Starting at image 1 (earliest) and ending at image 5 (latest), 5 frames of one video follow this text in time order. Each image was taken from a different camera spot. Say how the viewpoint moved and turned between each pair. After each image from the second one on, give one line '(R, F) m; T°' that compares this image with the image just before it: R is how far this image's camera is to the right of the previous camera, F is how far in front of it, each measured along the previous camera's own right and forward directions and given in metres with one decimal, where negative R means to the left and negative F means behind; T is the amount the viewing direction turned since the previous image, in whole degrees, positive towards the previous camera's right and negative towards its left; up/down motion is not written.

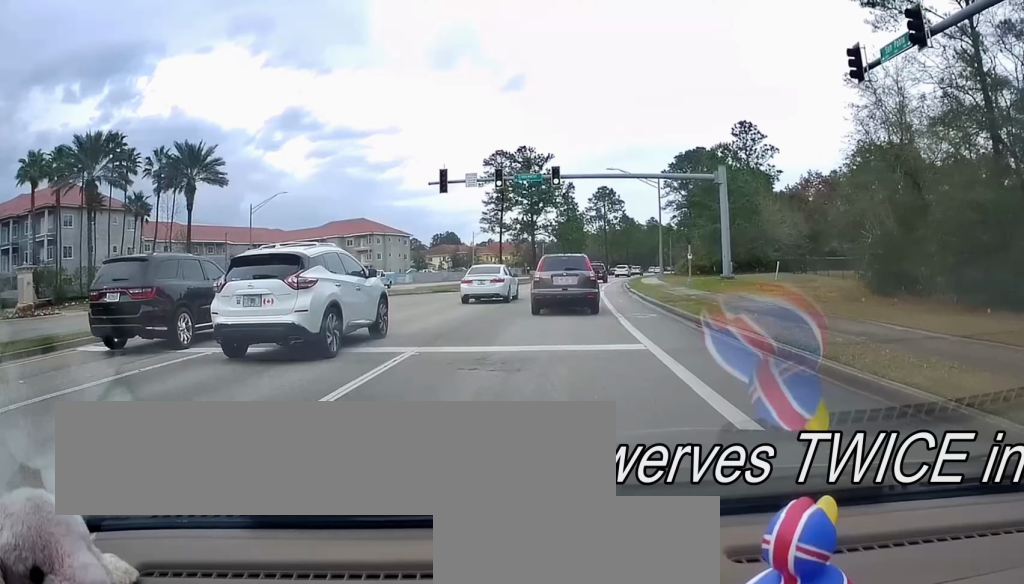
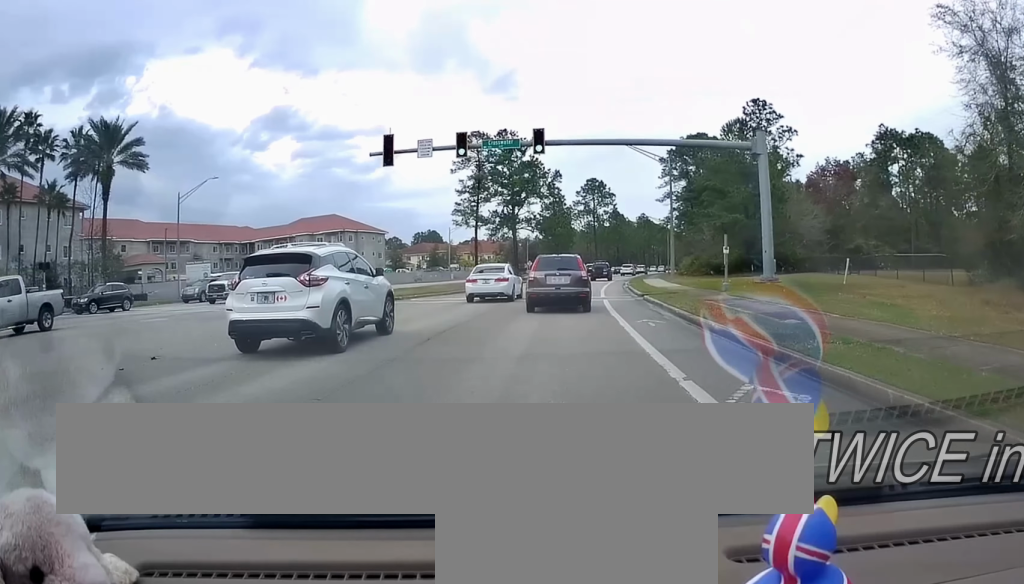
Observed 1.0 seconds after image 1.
(+0.3, +10.9) m; +2°
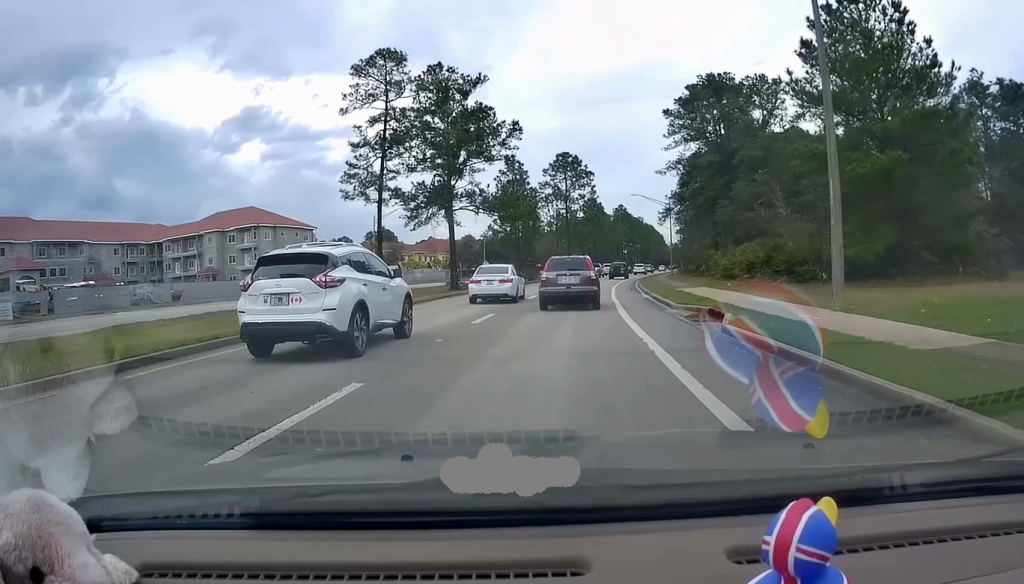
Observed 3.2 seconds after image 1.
(+0.7, +27.3) m; +4°
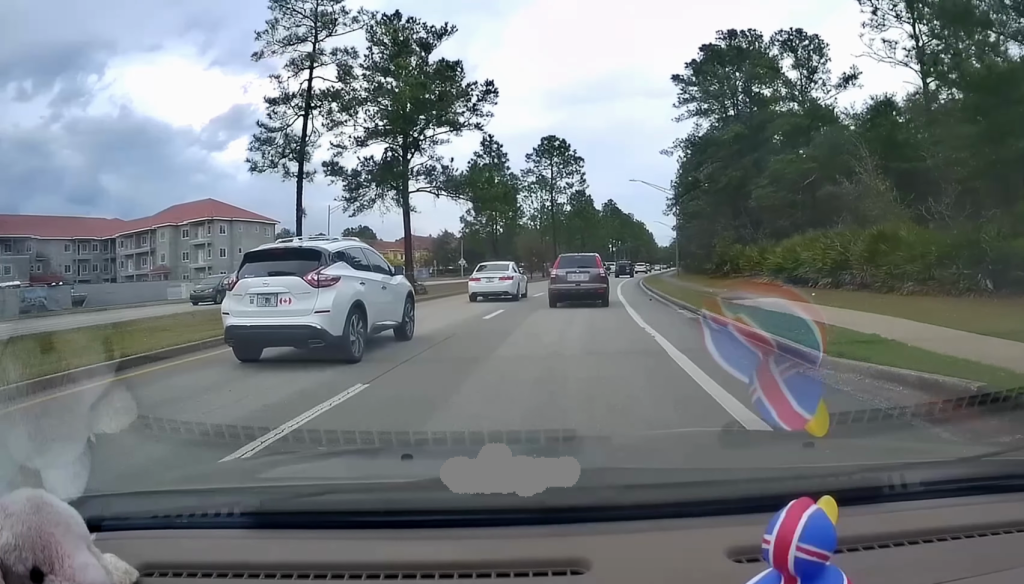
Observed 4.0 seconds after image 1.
(+0.1, +11.5) m; +1°
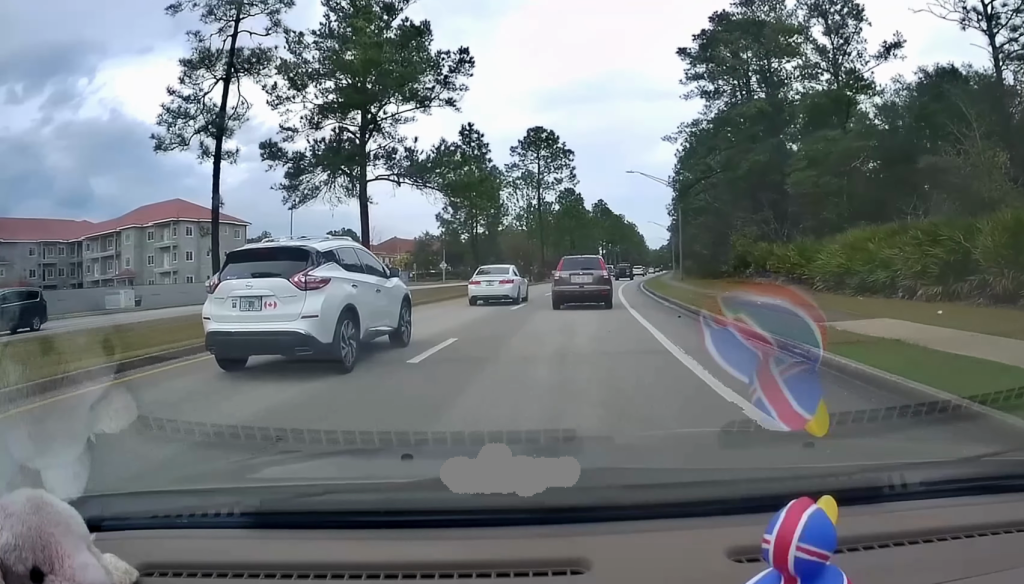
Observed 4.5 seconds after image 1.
(-0.2, +7.1) m; 0°
